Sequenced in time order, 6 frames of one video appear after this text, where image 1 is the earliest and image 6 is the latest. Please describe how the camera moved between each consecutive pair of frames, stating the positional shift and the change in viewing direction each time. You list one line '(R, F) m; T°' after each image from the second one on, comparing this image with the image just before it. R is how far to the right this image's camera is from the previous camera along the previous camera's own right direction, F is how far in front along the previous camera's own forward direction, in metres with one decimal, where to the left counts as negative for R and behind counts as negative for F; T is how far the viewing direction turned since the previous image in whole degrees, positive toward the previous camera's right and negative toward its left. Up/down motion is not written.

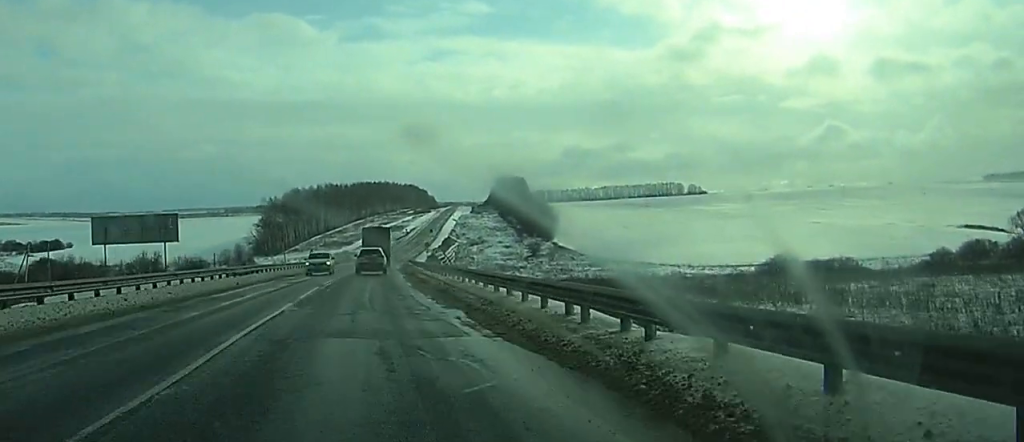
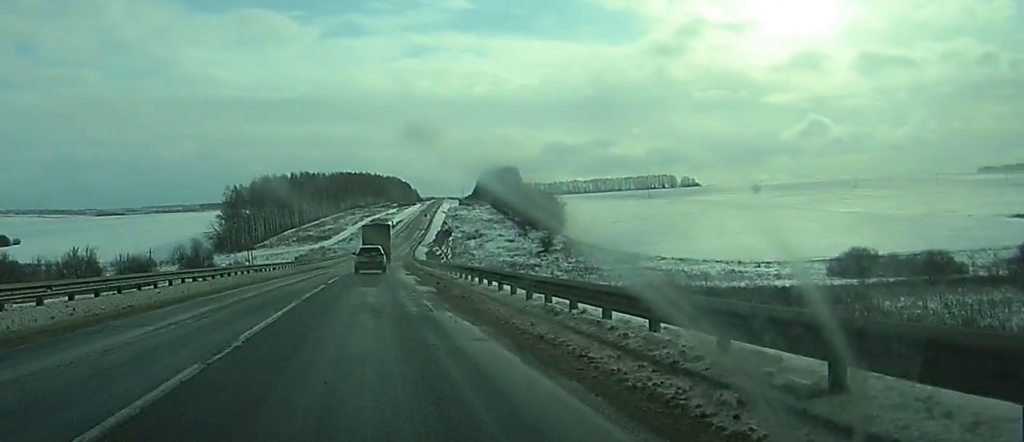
(+0.9, +47.8) m; +2°
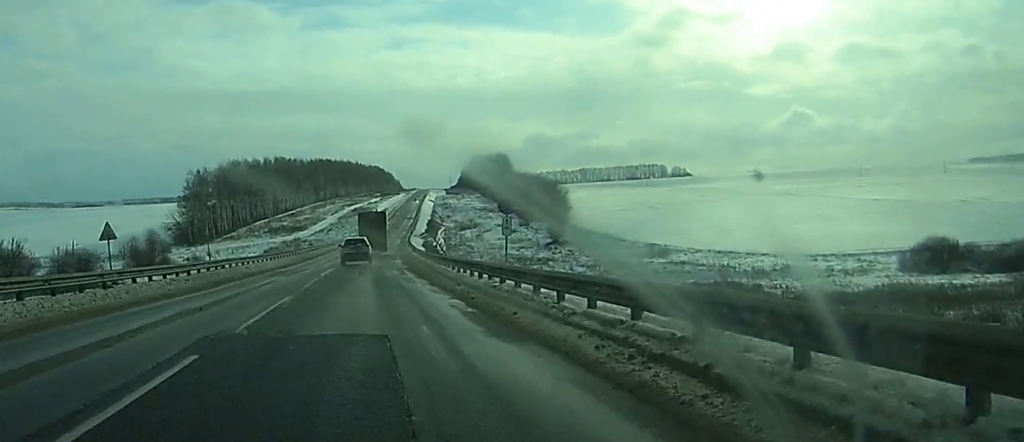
(+0.3, +35.2) m; +1°
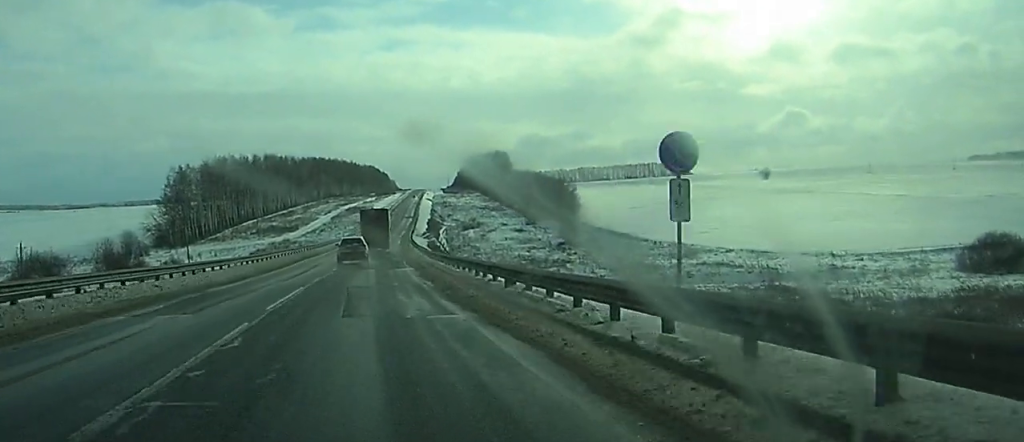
(0.0, +19.1) m; 0°
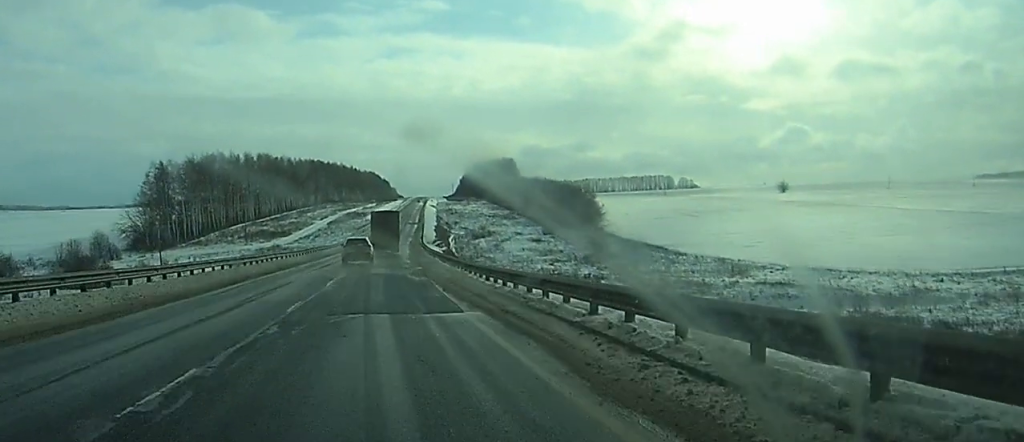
(+0.1, +24.2) m; +1°
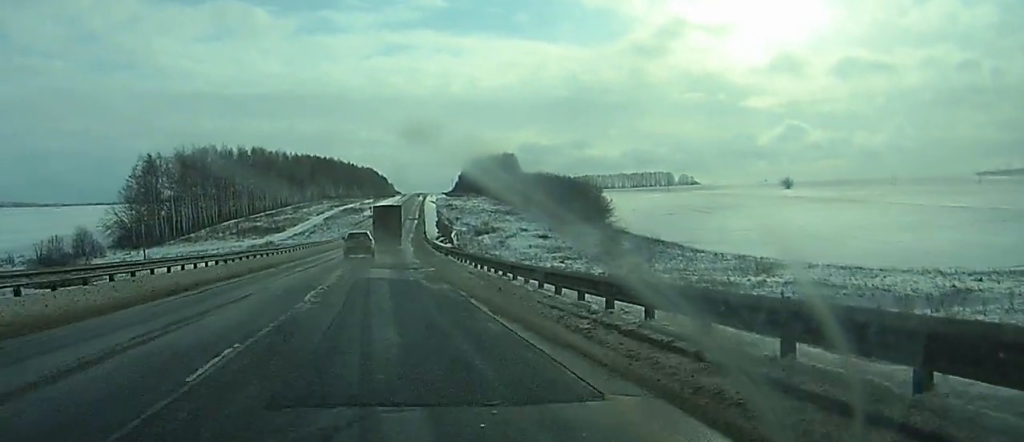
(0.0, +10.1) m; 0°
